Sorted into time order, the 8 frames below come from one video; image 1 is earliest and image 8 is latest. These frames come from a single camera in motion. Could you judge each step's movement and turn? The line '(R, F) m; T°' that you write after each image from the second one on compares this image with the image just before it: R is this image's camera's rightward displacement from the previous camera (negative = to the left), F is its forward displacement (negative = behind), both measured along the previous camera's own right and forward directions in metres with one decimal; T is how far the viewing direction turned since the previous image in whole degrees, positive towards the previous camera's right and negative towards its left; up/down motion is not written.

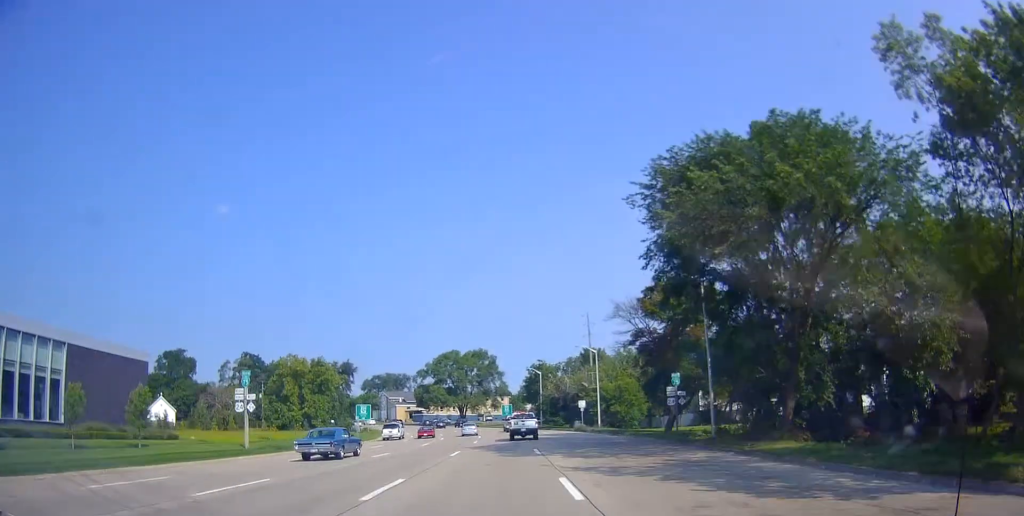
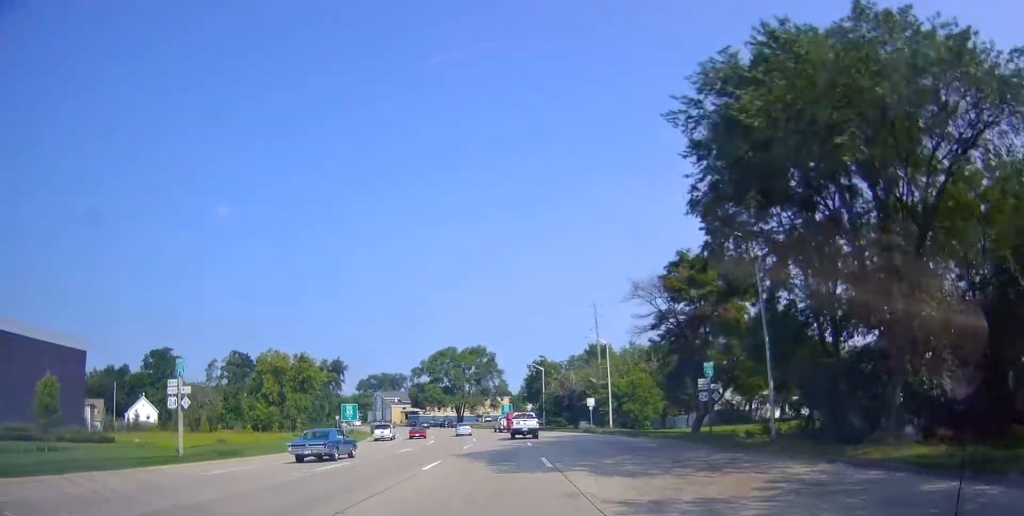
(+0.4, +7.6) m; -1°
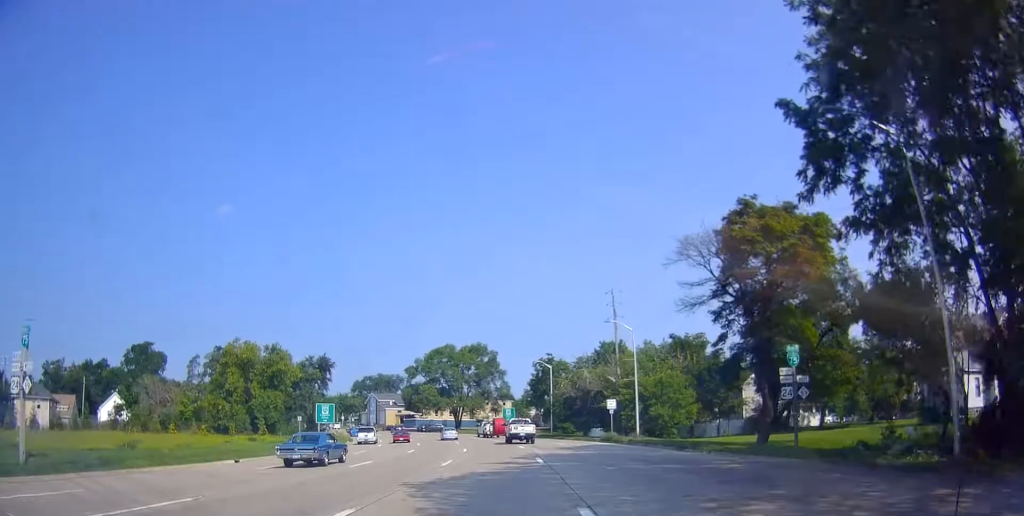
(-0.8, +11.5) m; -2°
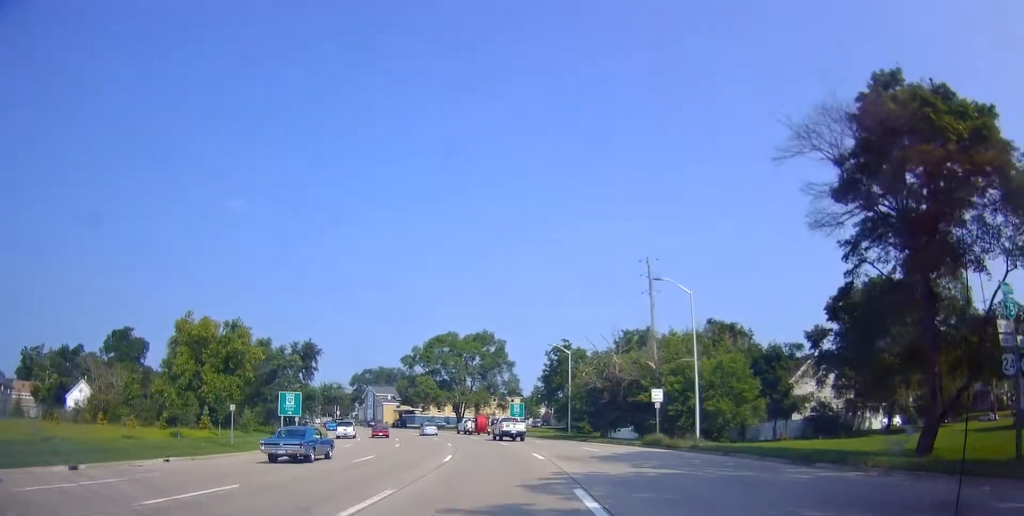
(+0.3, +13.7) m; -2°
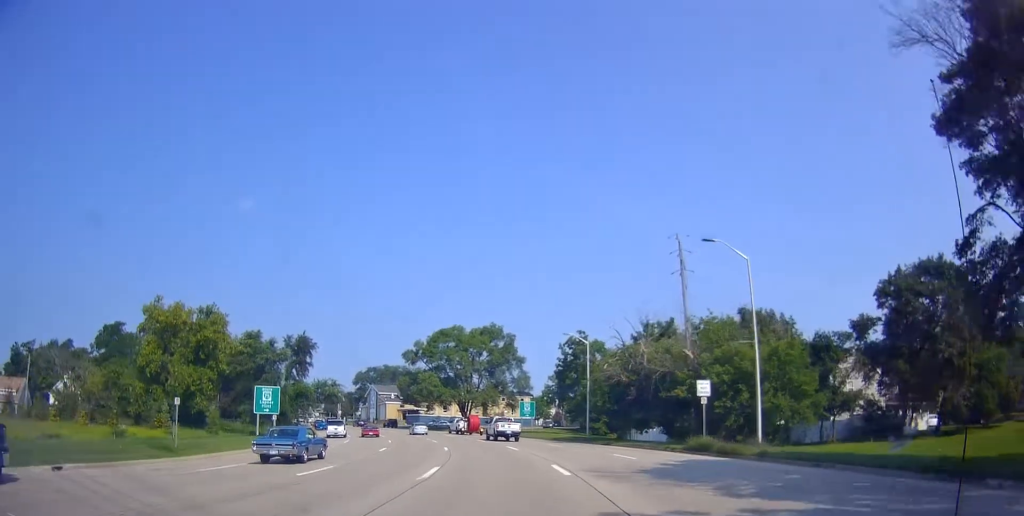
(-0.2, +7.6) m; -1°
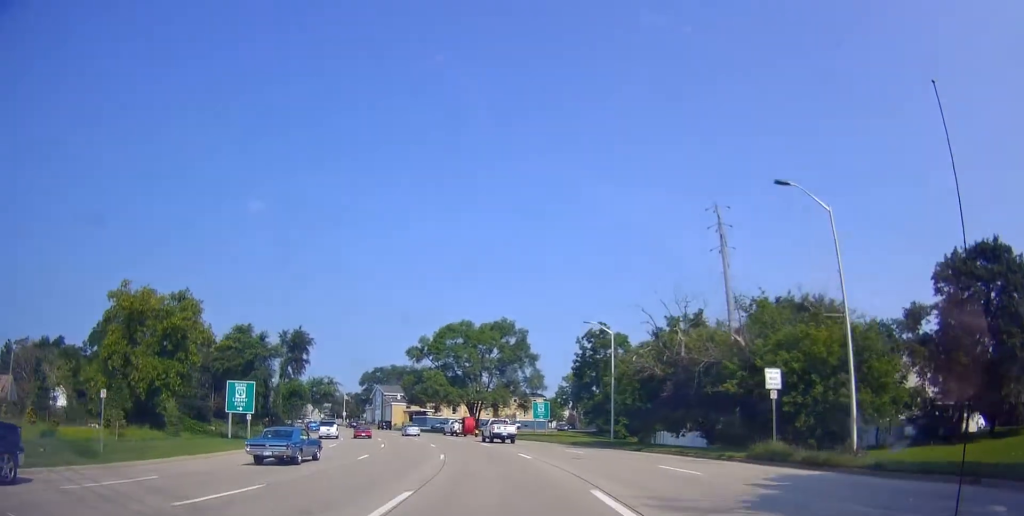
(-0.4, +7.1) m; 0°
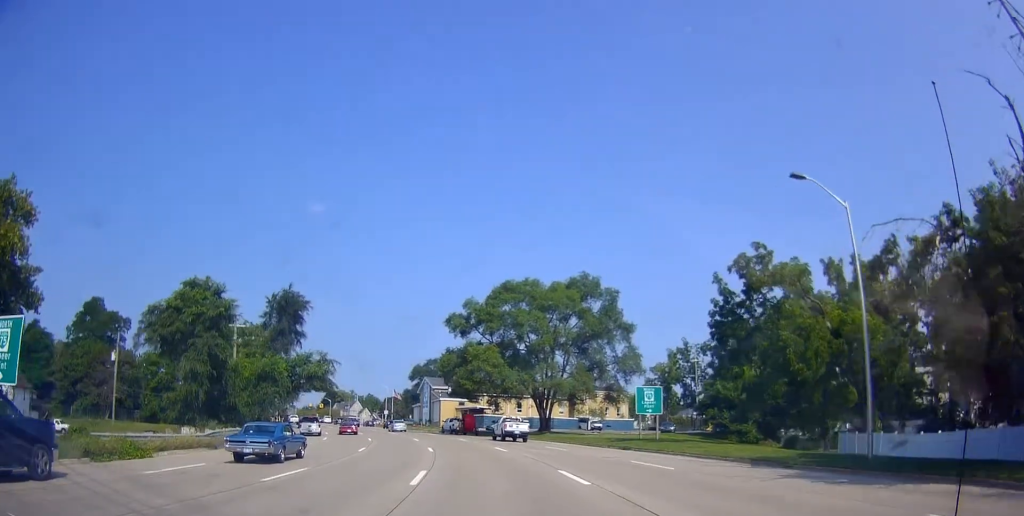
(-0.6, +27.8) m; -8°
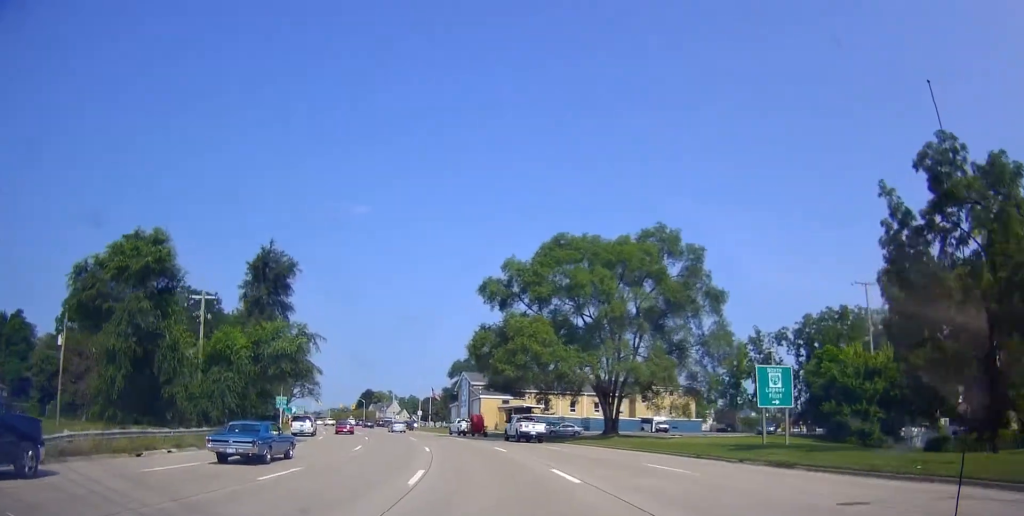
(-1.2, +16.3) m; -5°
